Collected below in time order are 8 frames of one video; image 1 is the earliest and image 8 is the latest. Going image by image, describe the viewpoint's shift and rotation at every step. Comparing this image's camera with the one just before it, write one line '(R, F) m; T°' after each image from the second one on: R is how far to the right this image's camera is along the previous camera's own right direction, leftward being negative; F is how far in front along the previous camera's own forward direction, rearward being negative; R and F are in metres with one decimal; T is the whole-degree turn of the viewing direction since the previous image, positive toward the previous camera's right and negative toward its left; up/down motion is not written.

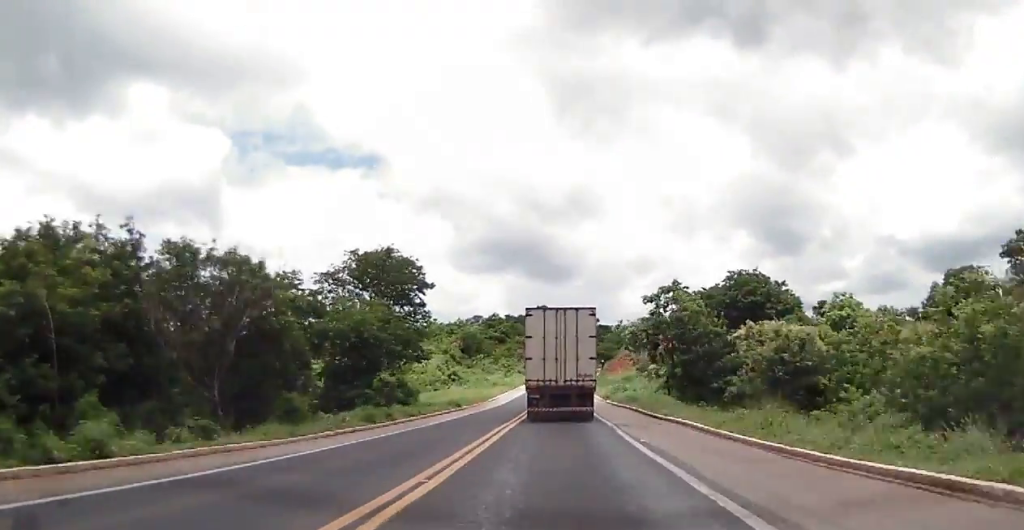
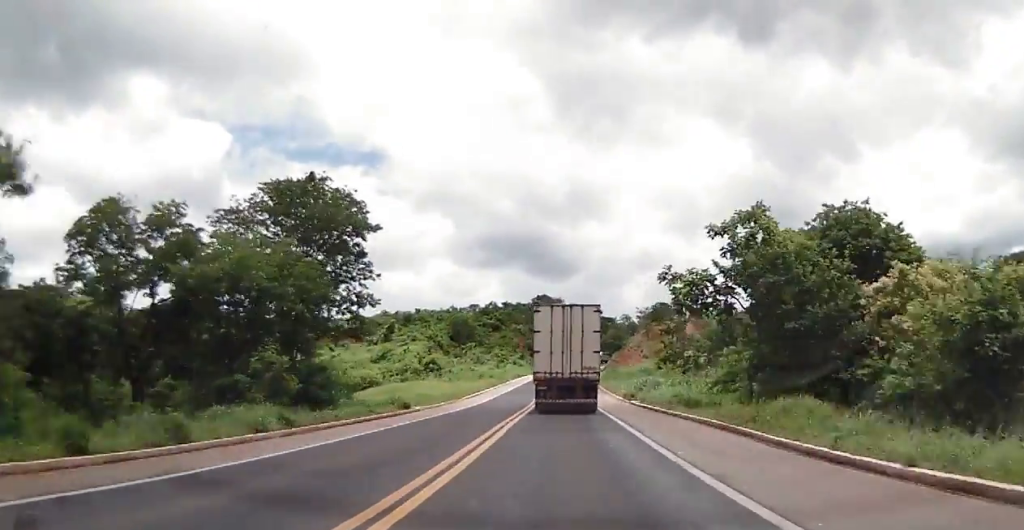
(0.0, +20.2) m; 0°
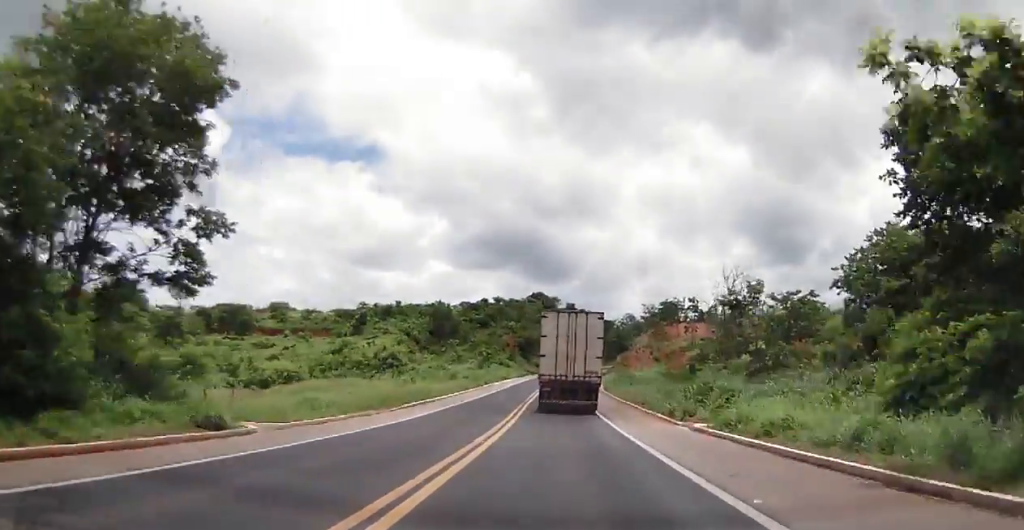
(-0.1, +20.9) m; 0°
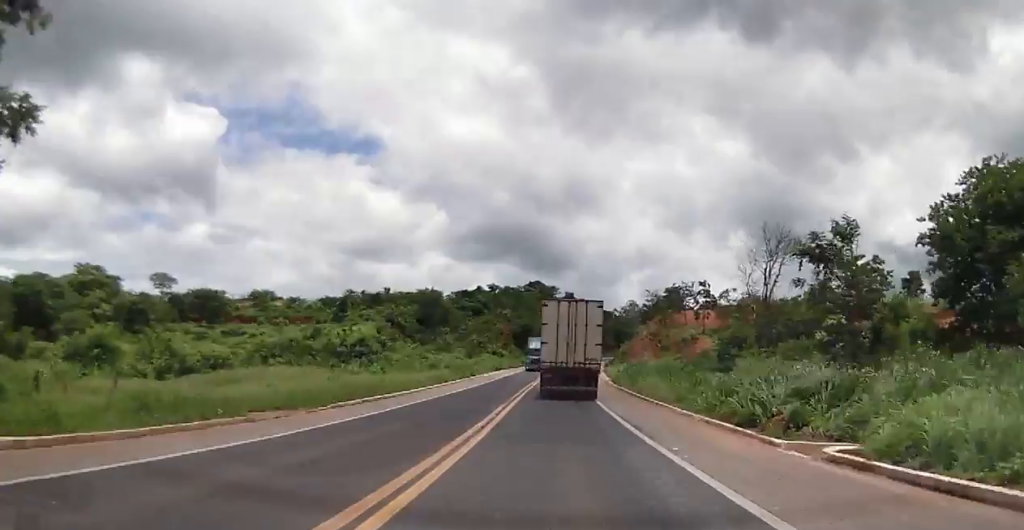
(0.0, +11.0) m; -1°
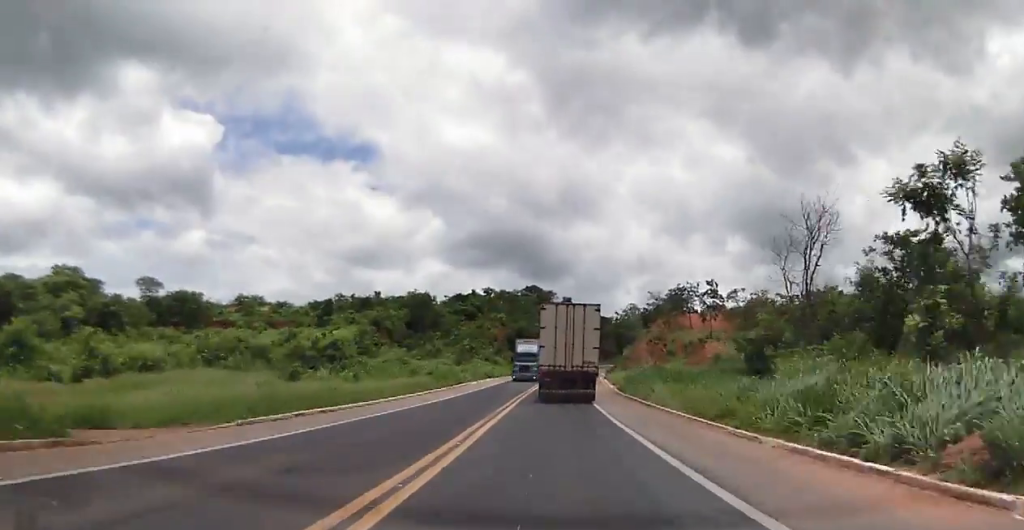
(+0.1, +7.3) m; -1°
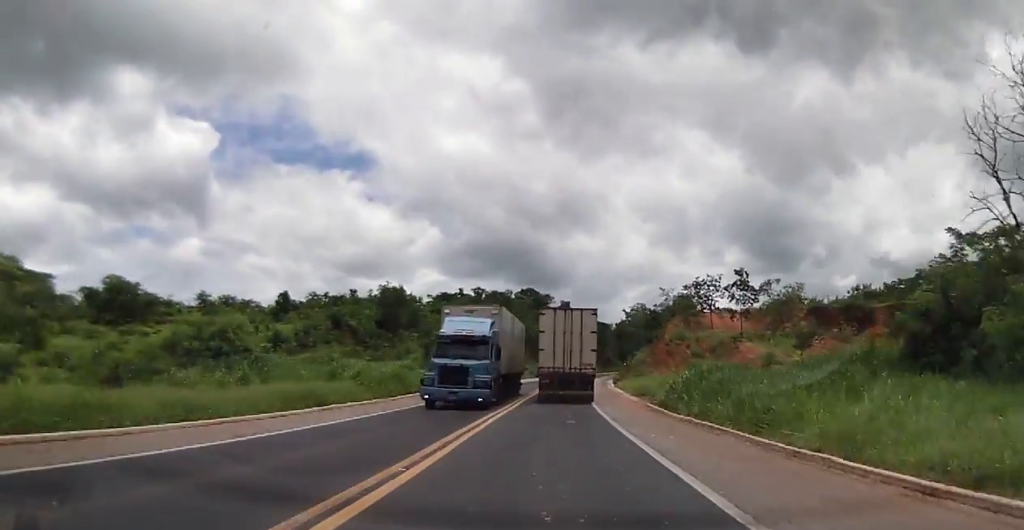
(-0.4, +19.0) m; 0°
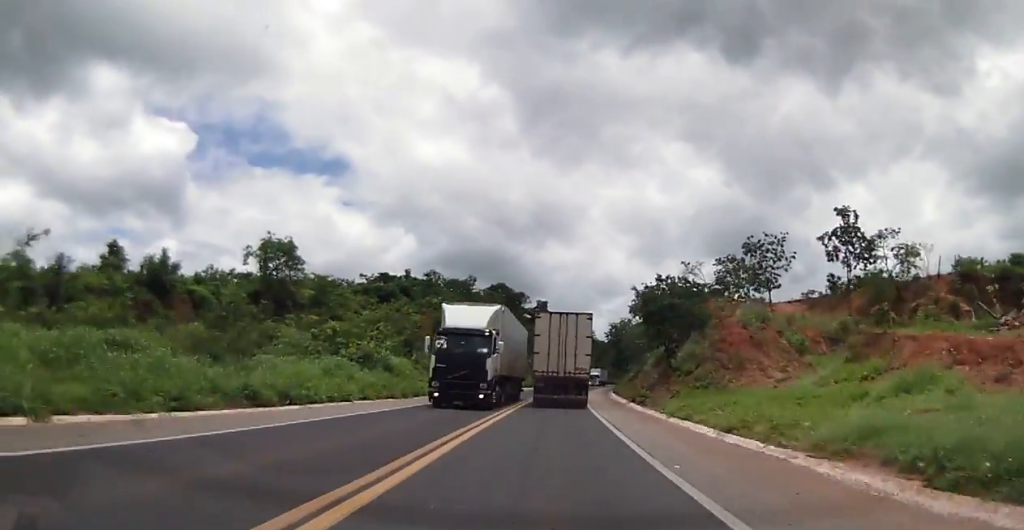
(+0.9, +37.5) m; +3°
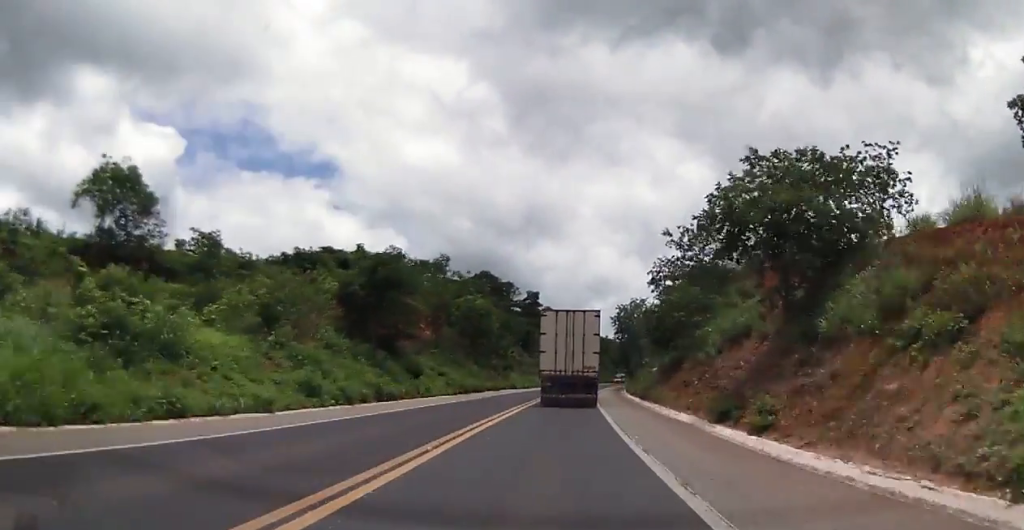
(+0.6, +25.9) m; +2°
